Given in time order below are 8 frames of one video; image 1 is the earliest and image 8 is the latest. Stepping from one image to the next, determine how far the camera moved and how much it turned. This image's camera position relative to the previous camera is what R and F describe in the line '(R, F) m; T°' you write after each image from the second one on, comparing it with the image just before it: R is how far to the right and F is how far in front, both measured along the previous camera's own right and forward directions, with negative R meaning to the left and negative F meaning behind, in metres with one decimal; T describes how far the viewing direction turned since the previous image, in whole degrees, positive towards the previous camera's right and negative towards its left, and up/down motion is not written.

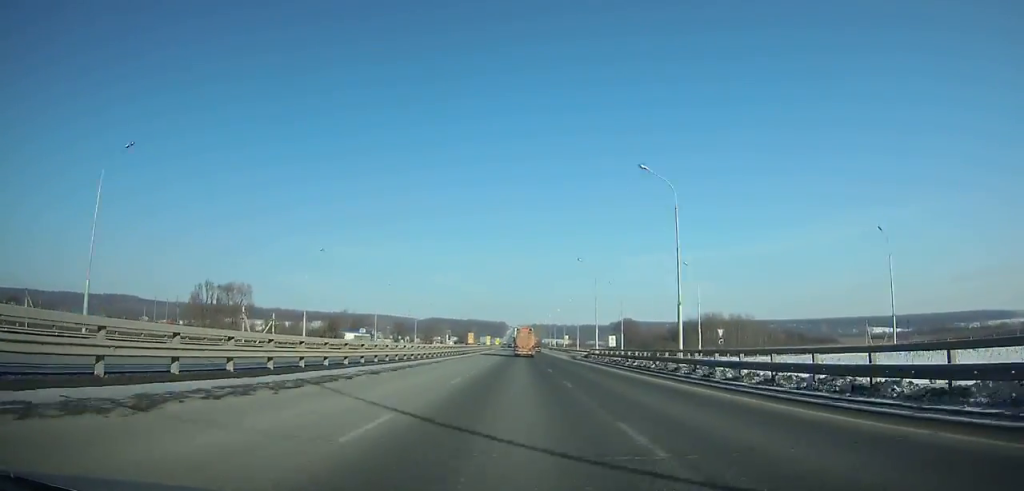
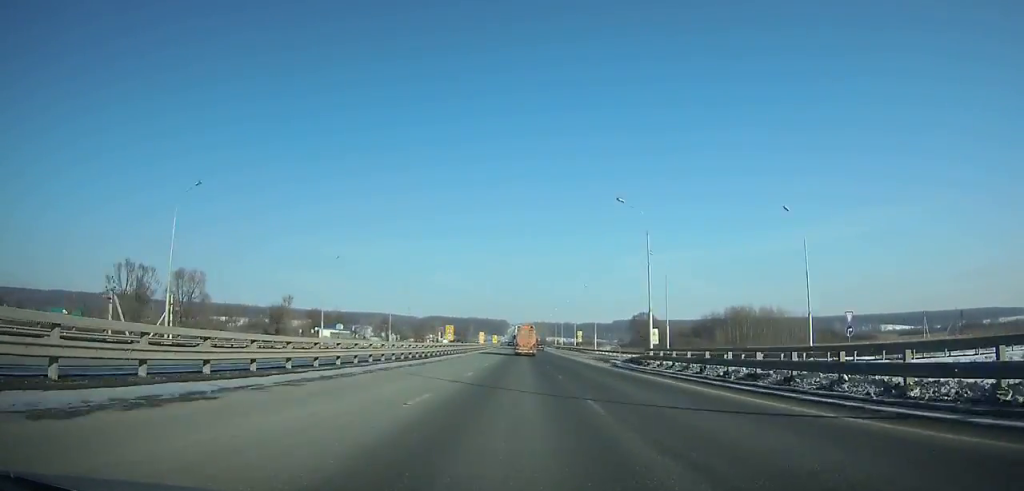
(0.0, +29.5) m; 0°
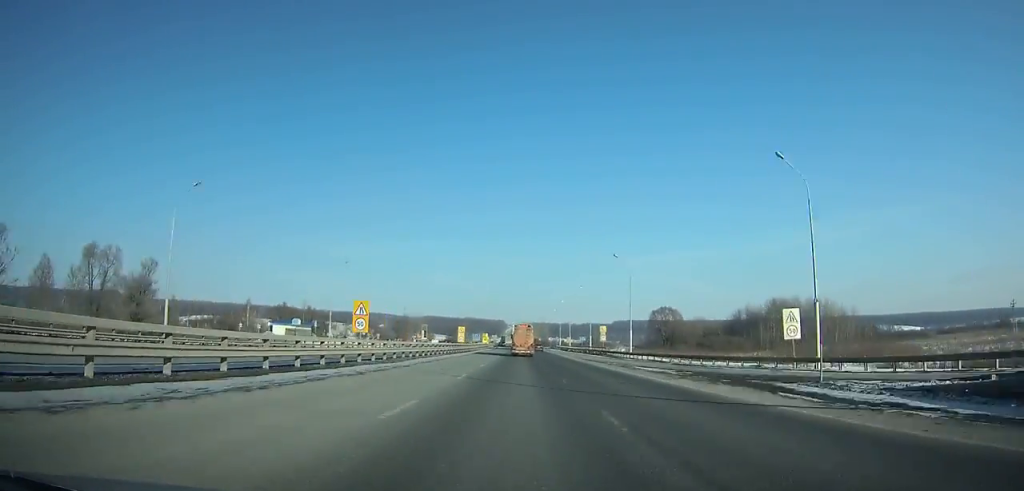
(+0.2, +35.6) m; 0°
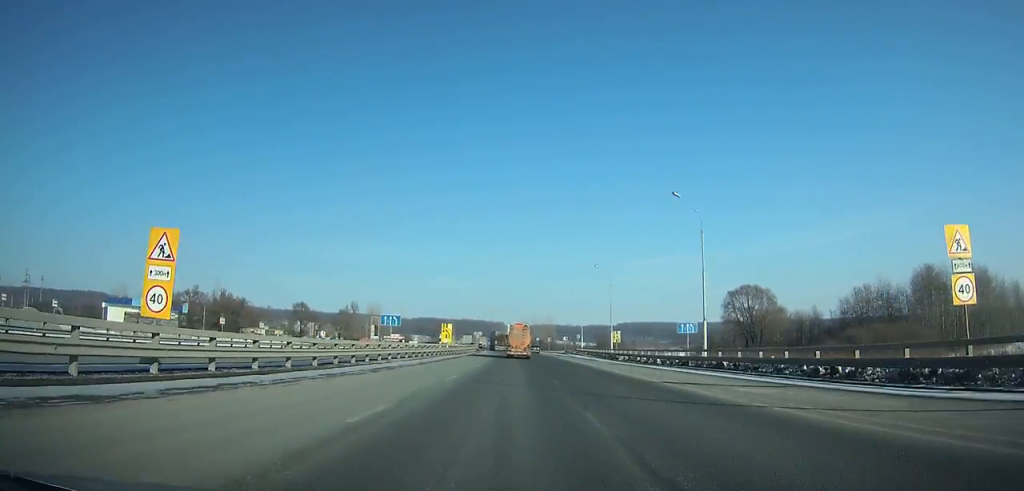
(-0.1, +70.5) m; -1°
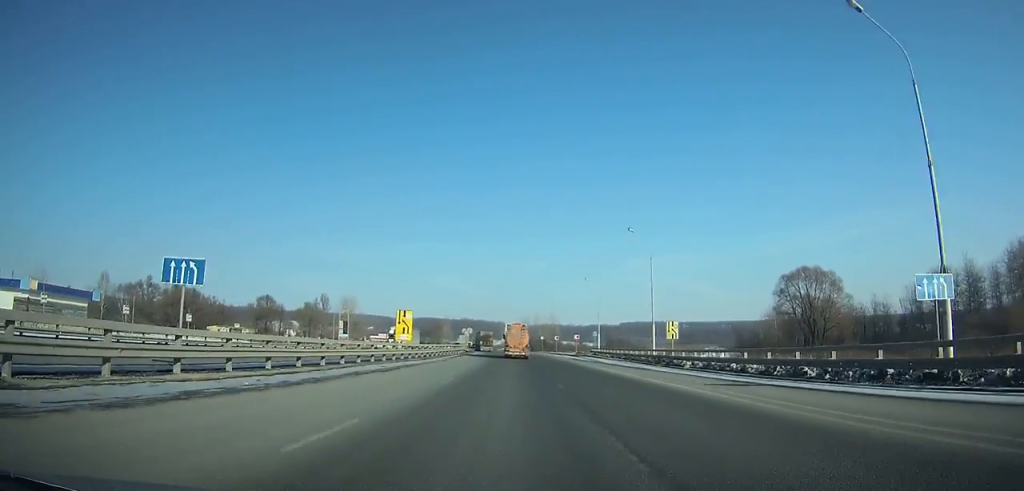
(-0.2, +25.3) m; -1°
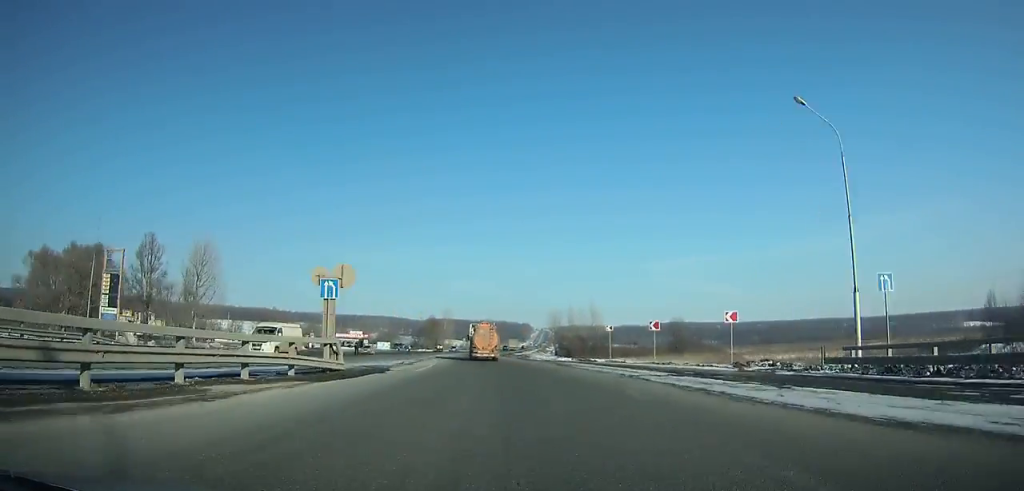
(-2.0, +73.6) m; -4°
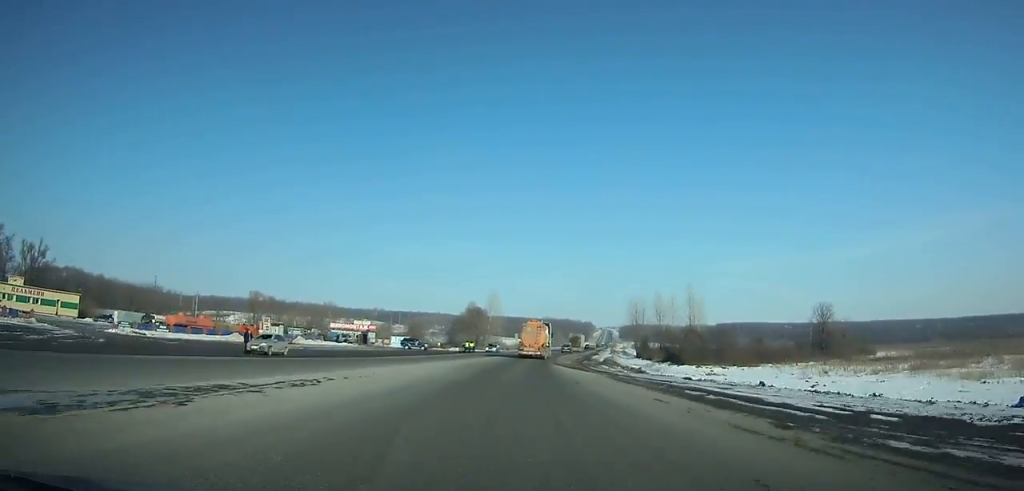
(-2.0, +55.2) m; -1°
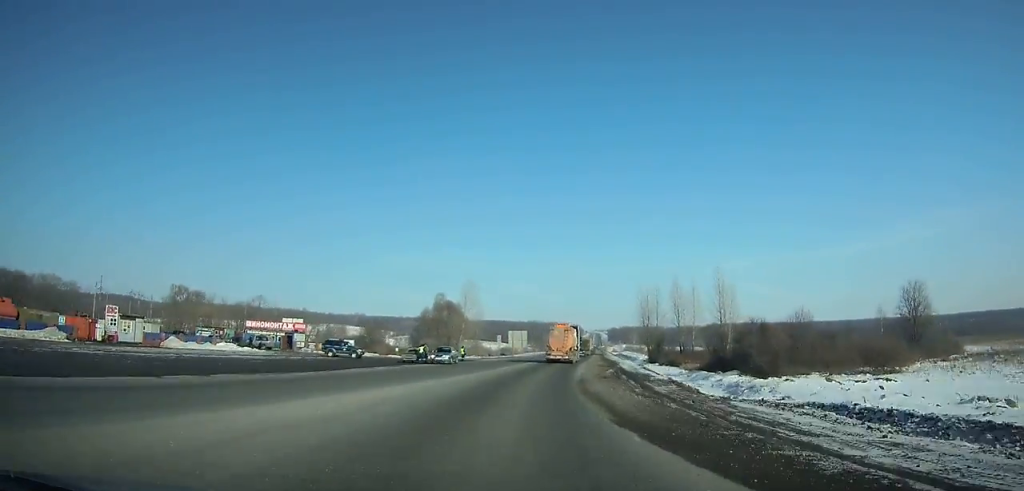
(+0.2, +33.1) m; +2°
